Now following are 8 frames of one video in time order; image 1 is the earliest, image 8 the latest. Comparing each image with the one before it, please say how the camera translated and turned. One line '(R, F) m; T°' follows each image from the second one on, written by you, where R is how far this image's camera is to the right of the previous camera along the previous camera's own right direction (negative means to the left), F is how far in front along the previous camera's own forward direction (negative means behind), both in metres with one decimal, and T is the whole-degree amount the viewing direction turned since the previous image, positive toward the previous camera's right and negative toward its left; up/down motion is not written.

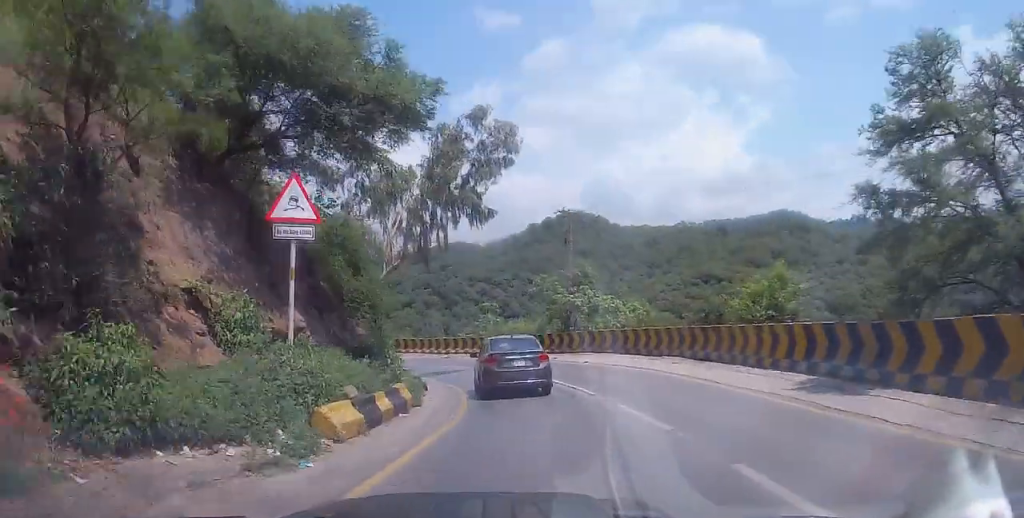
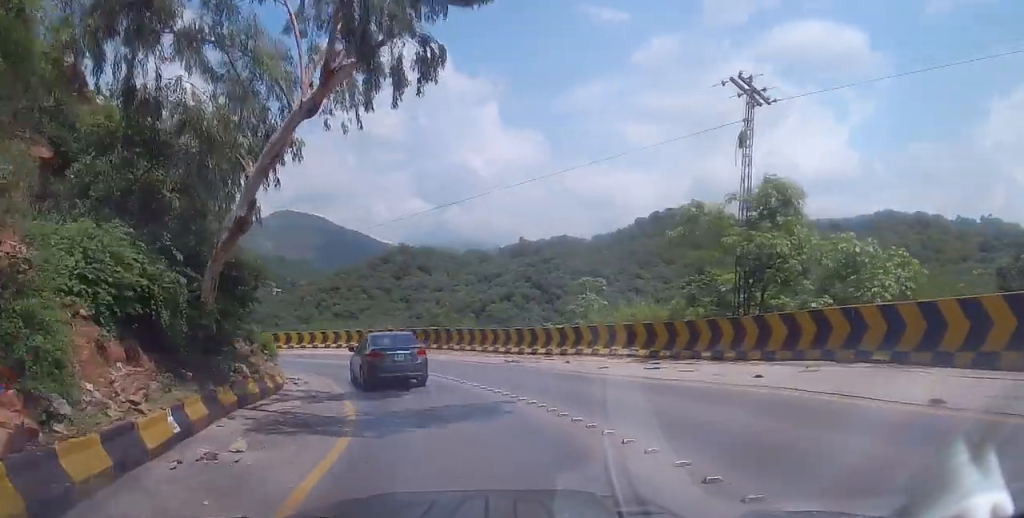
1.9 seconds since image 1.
(0.0, +19.8) m; -9°
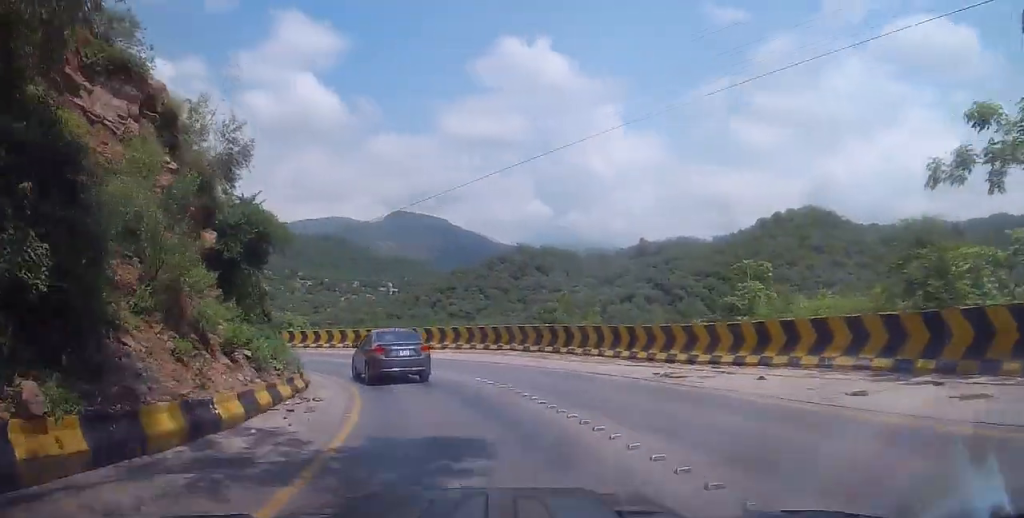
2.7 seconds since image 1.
(-0.8, +8.8) m; -9°
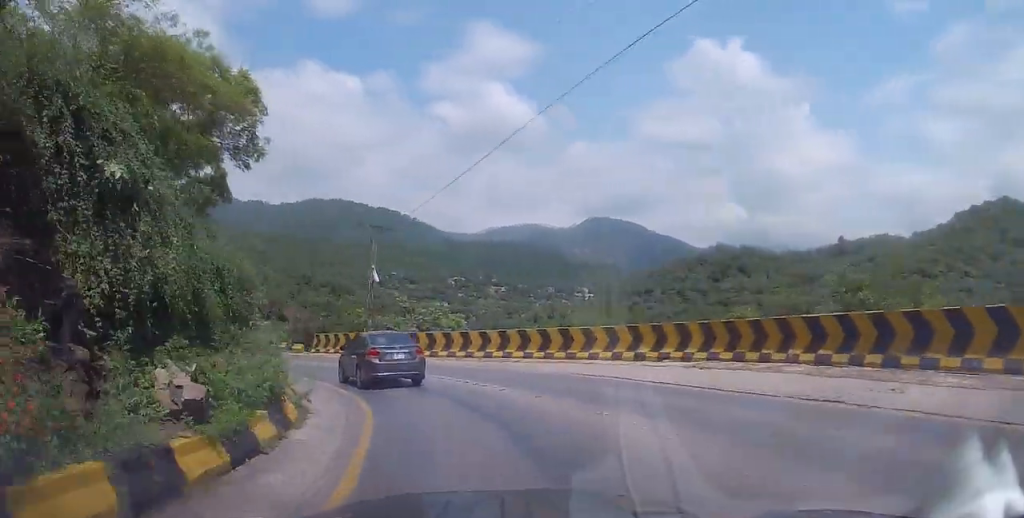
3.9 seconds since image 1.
(-1.5, +14.0) m; -13°
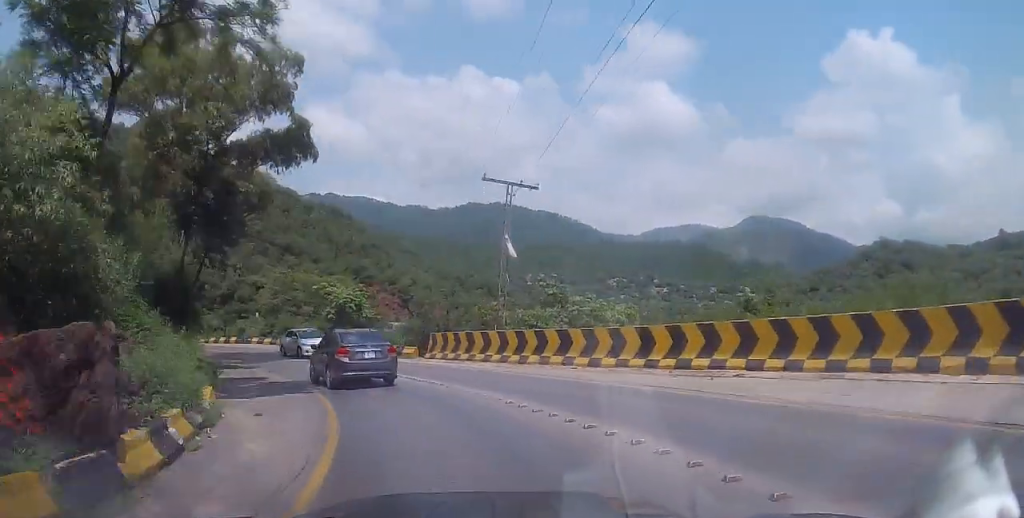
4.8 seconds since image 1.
(-1.1, +11.0) m; -15°
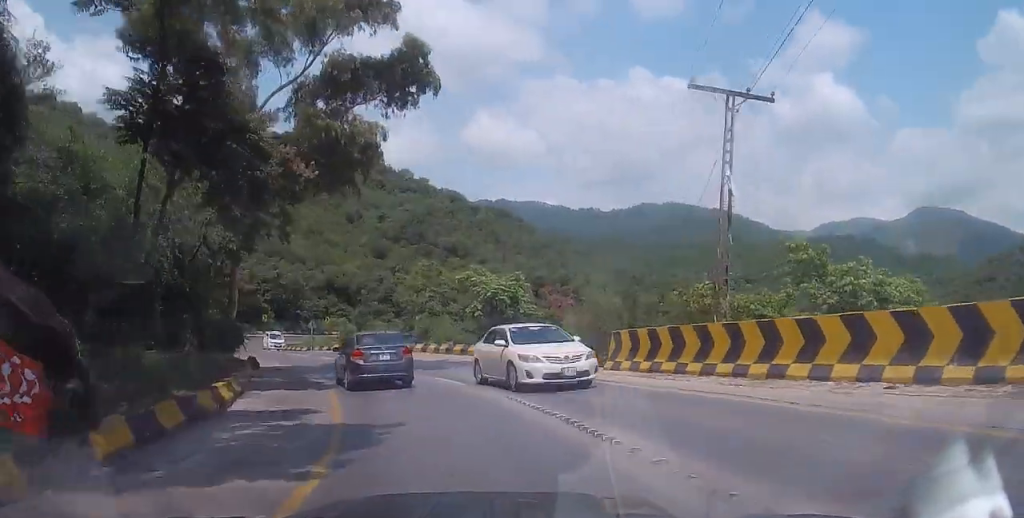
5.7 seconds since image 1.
(-1.3, +9.8) m; -16°
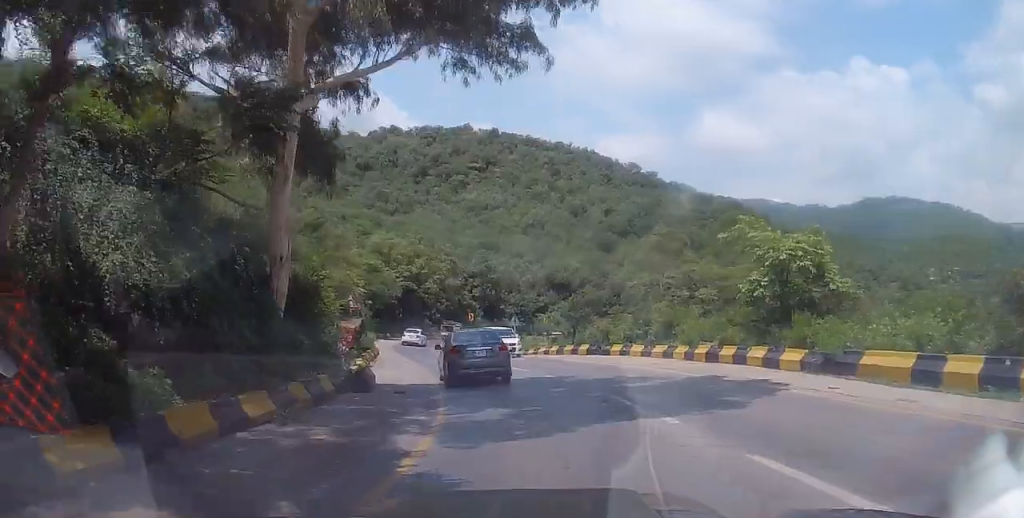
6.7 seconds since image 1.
(-2.3, +12.8) m; -17°
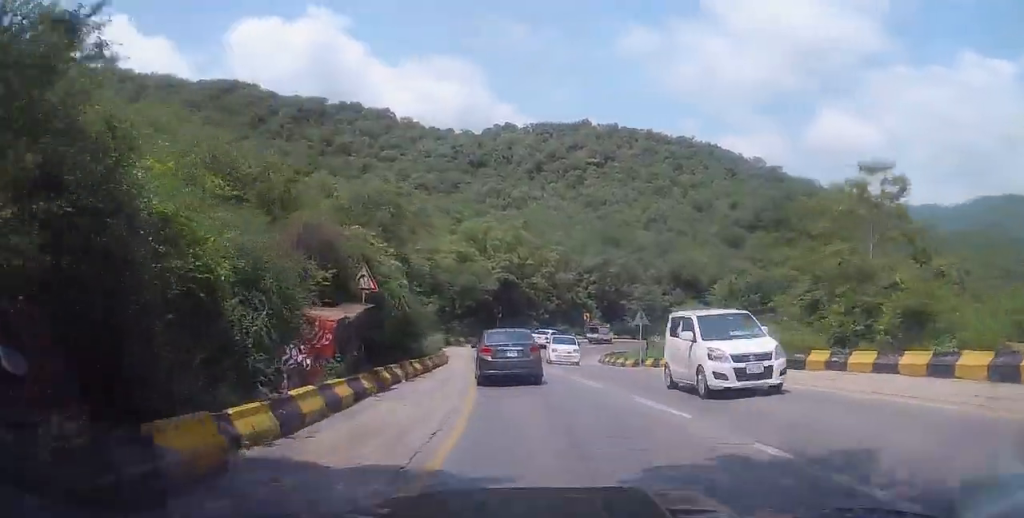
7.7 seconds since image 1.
(-1.3, +12.0) m; -11°
